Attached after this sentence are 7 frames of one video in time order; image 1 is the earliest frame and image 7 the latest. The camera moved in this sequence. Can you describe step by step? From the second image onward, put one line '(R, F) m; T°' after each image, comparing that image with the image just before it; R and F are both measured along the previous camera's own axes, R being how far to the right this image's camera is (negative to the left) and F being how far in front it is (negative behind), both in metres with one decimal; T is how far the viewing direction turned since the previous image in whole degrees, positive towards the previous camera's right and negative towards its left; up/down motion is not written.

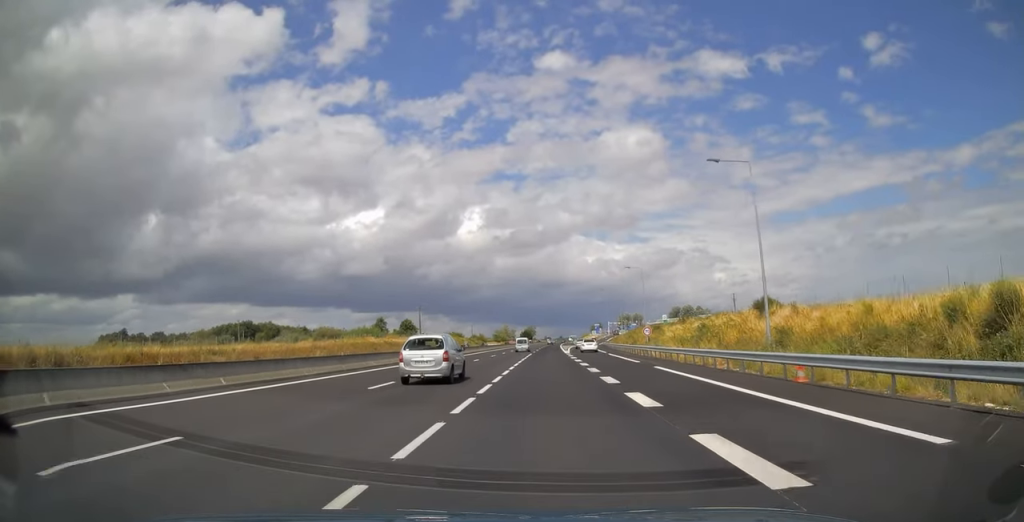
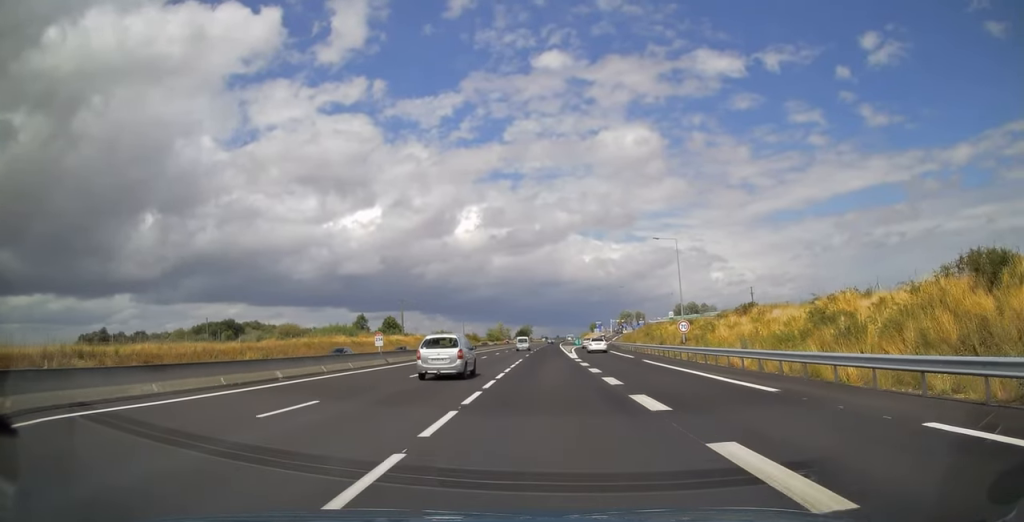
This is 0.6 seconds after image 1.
(+0.1, +20.3) m; 0°
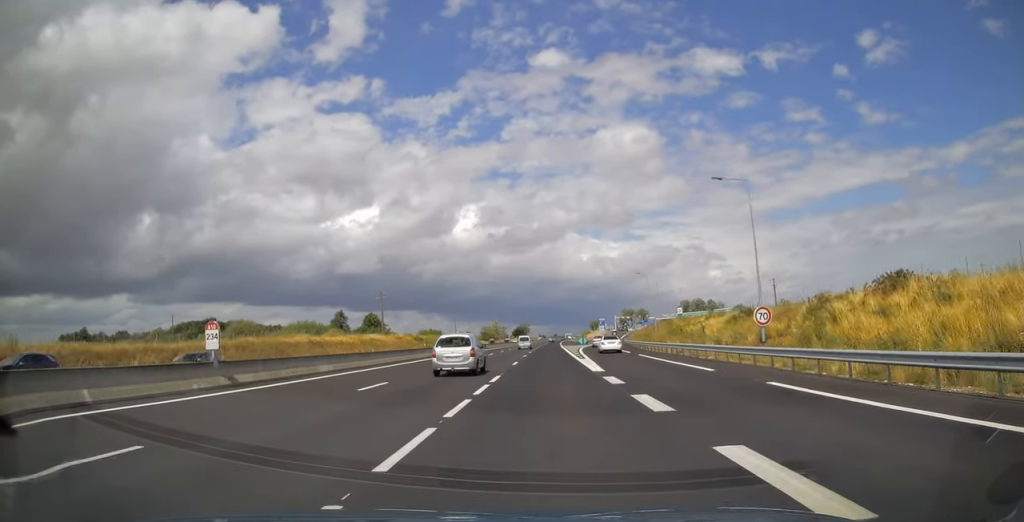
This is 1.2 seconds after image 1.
(+0.1, +19.9) m; 0°
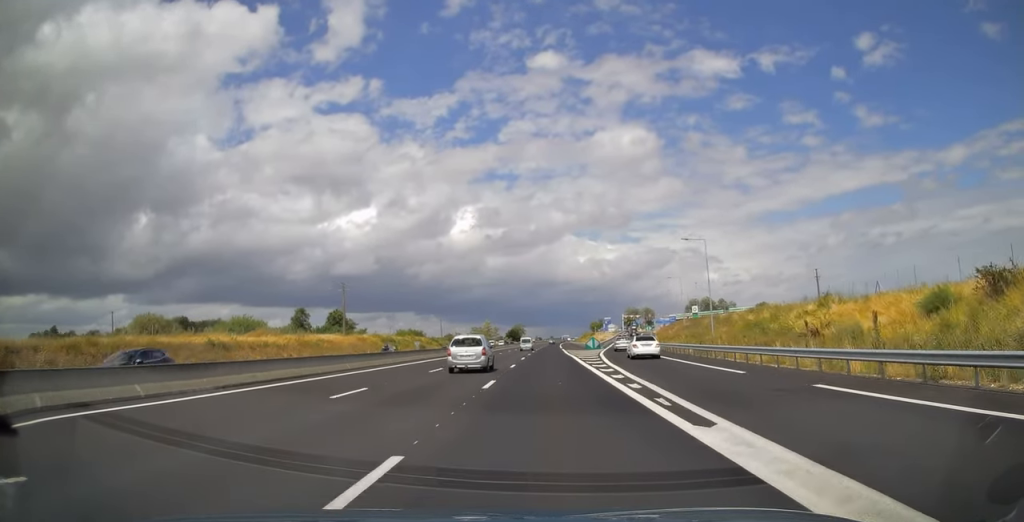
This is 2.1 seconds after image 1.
(0.0, +28.5) m; 0°
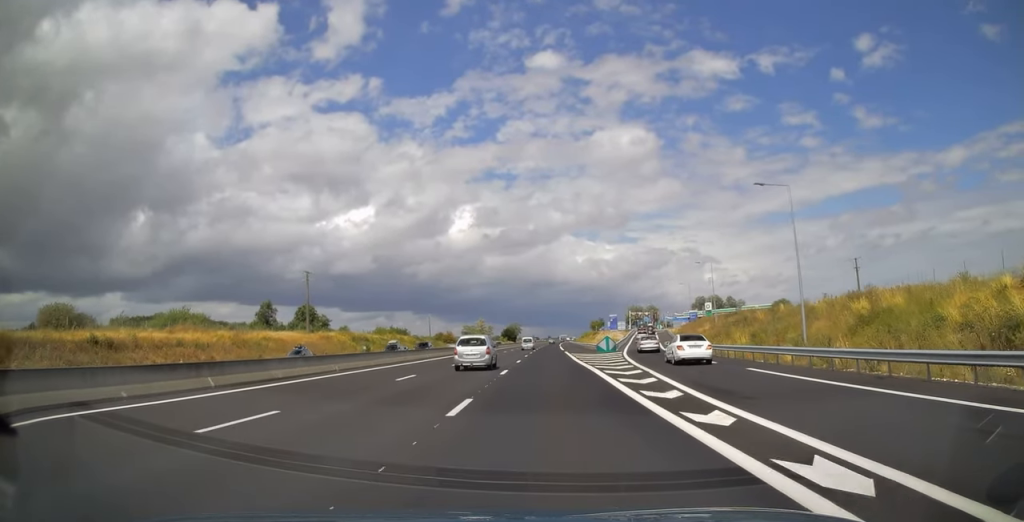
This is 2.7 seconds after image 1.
(0.0, +19.4) m; 0°
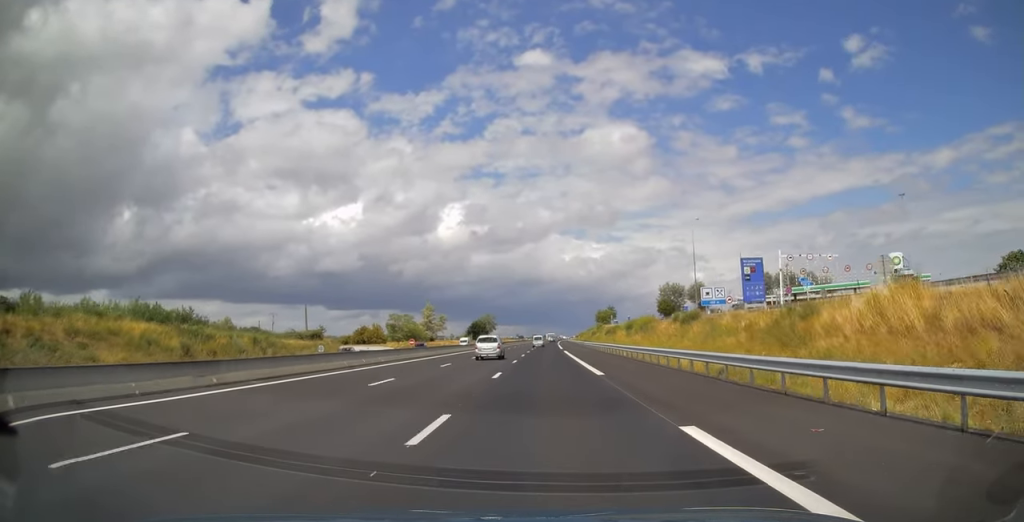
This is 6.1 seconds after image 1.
(+1.8, +107.8) m; +2°
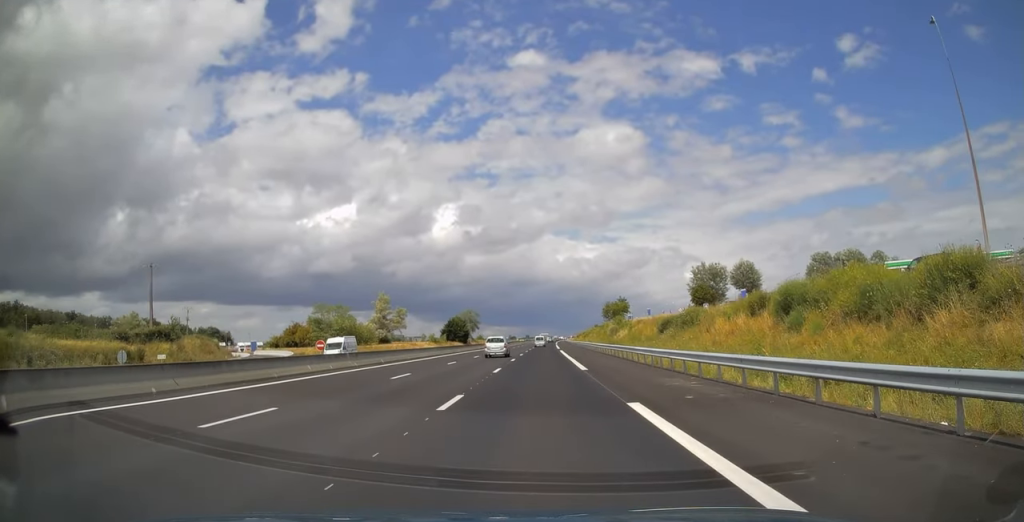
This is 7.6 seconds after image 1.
(+0.1, +48.3) m; 0°
